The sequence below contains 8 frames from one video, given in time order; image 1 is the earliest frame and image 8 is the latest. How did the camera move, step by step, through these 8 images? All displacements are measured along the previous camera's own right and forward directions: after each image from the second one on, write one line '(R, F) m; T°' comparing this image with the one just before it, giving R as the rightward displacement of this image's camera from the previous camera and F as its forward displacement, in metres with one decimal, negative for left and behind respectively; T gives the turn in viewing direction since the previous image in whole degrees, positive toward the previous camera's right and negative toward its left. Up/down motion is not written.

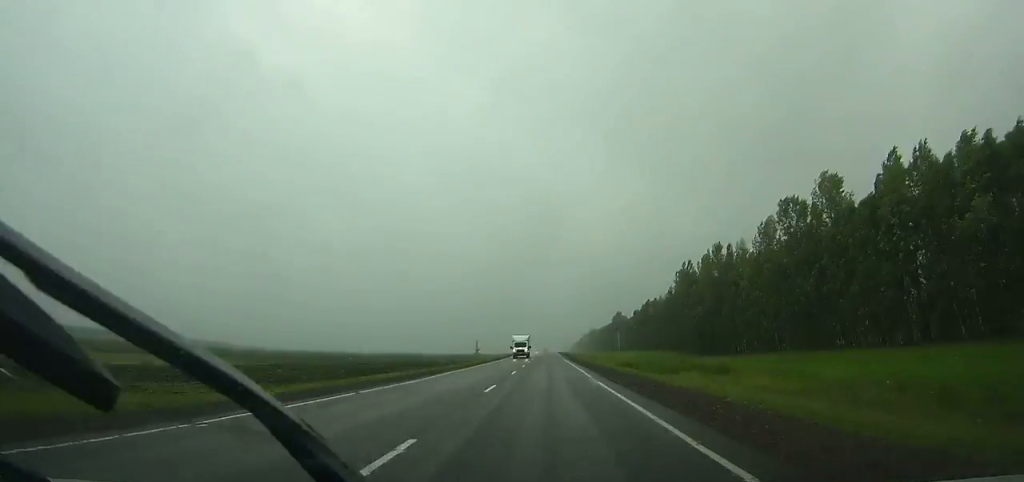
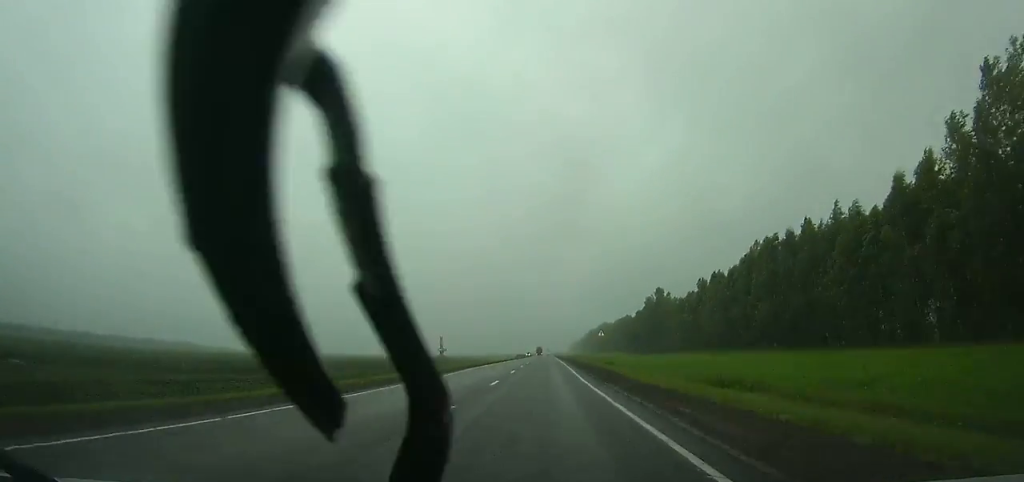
(0.0, +137.2) m; 0°
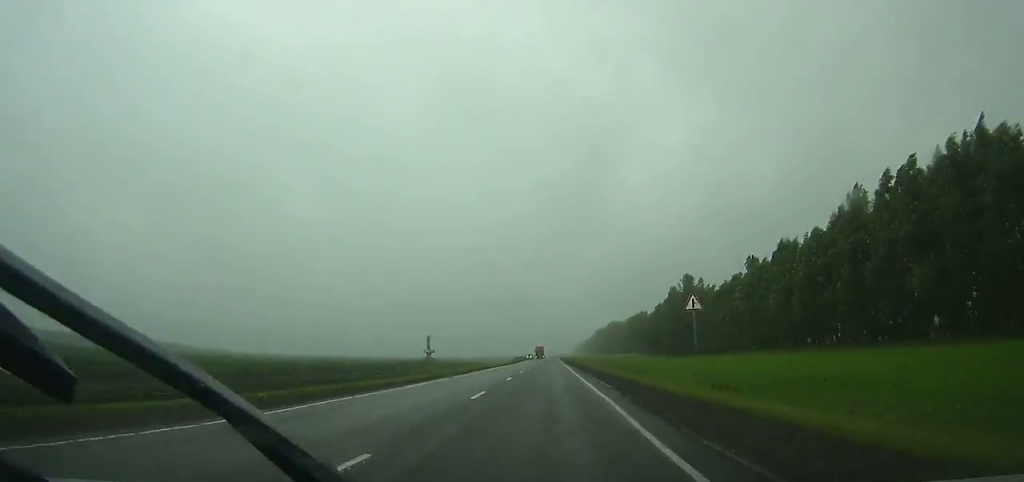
(+0.1, +41.2) m; 0°
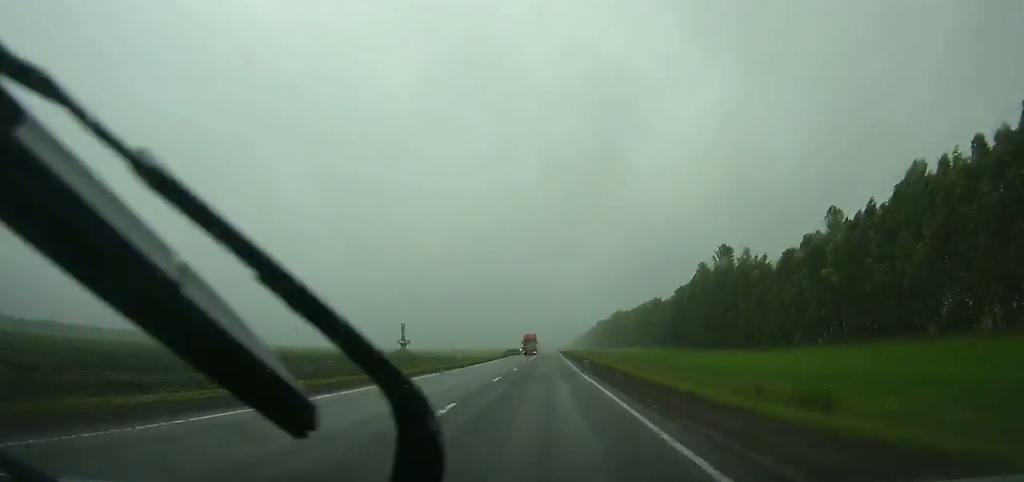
(0.0, +41.4) m; 0°
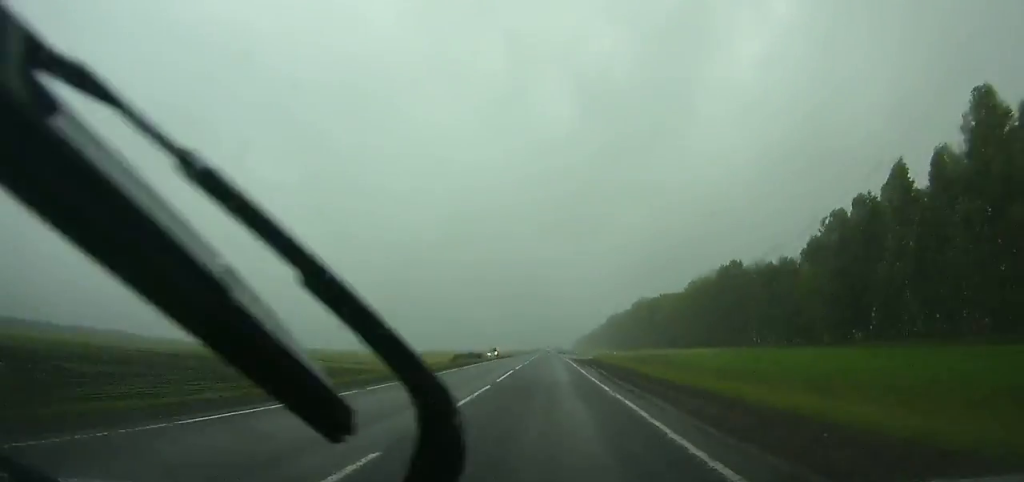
(+0.1, +109.7) m; 0°
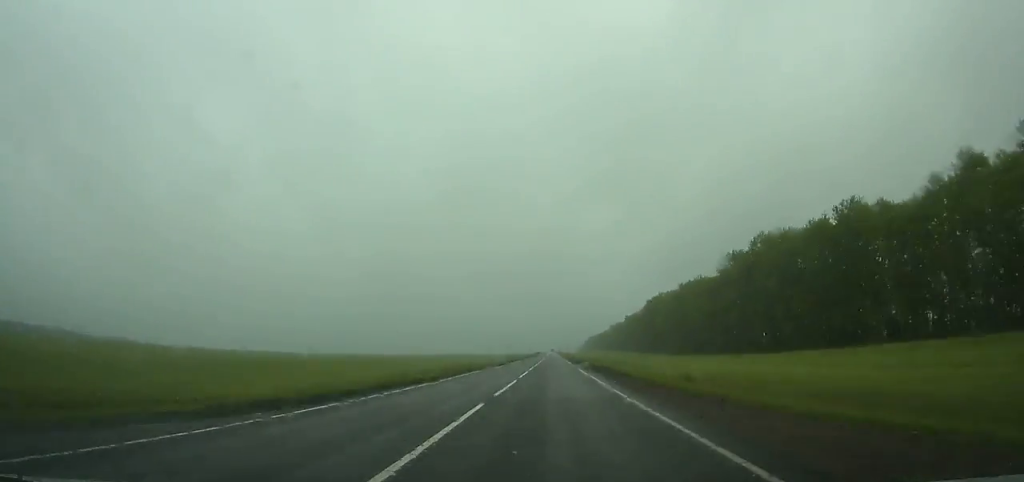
(-0.1, +155.1) m; 0°
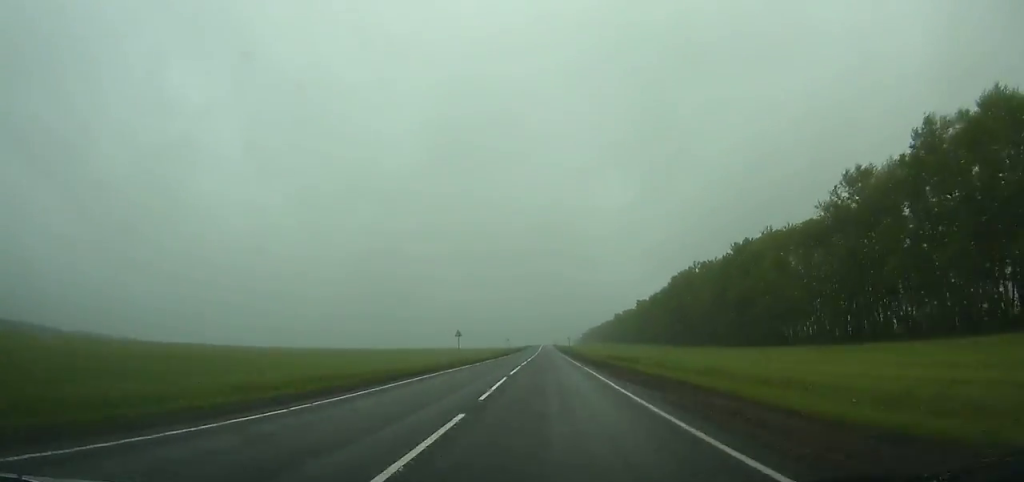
(+0.1, +62.8) m; 0°
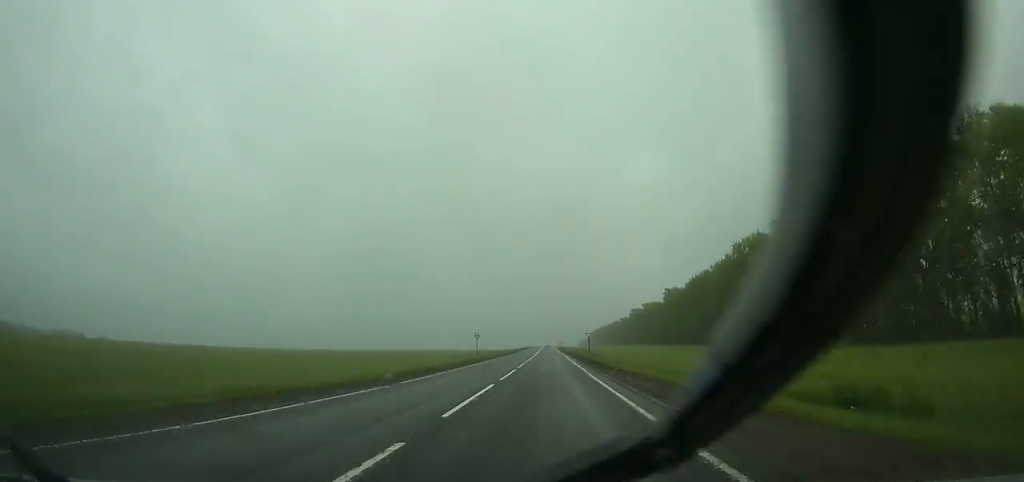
(+0.1, +62.5) m; 0°
